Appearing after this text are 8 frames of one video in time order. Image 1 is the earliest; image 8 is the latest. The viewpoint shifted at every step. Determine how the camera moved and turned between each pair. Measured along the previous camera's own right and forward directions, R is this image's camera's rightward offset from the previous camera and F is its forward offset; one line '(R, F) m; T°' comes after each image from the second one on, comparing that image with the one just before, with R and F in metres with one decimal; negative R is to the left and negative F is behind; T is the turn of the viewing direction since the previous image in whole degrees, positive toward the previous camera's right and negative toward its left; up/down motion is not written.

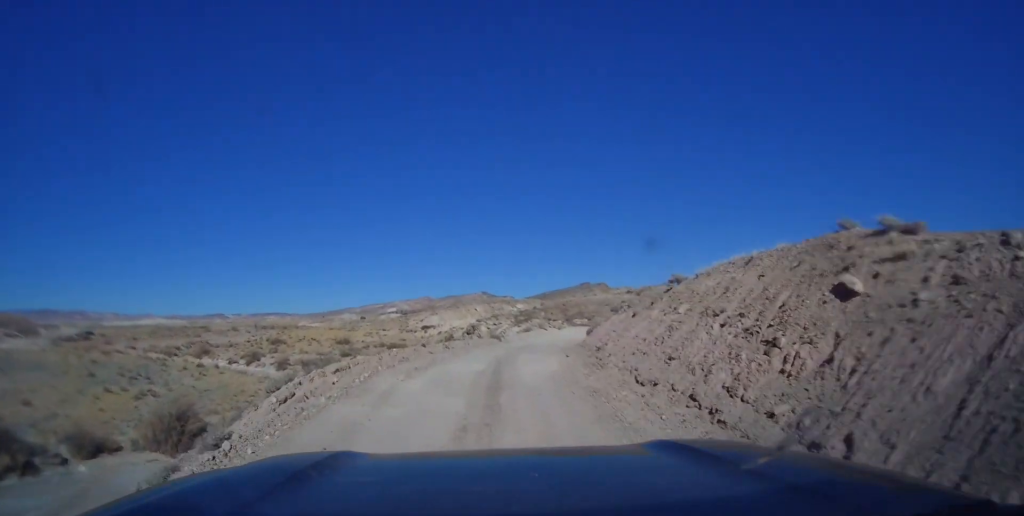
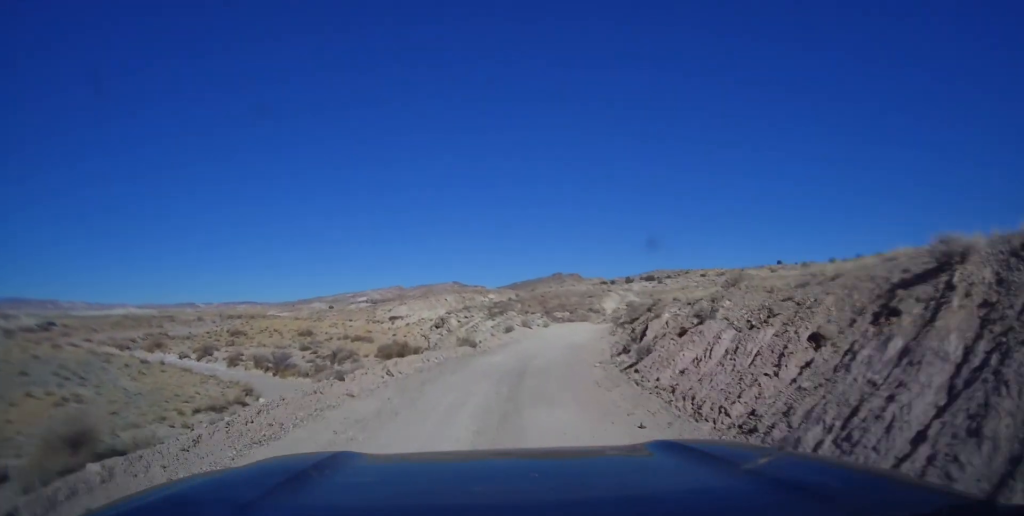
(+0.1, +10.1) m; +3°
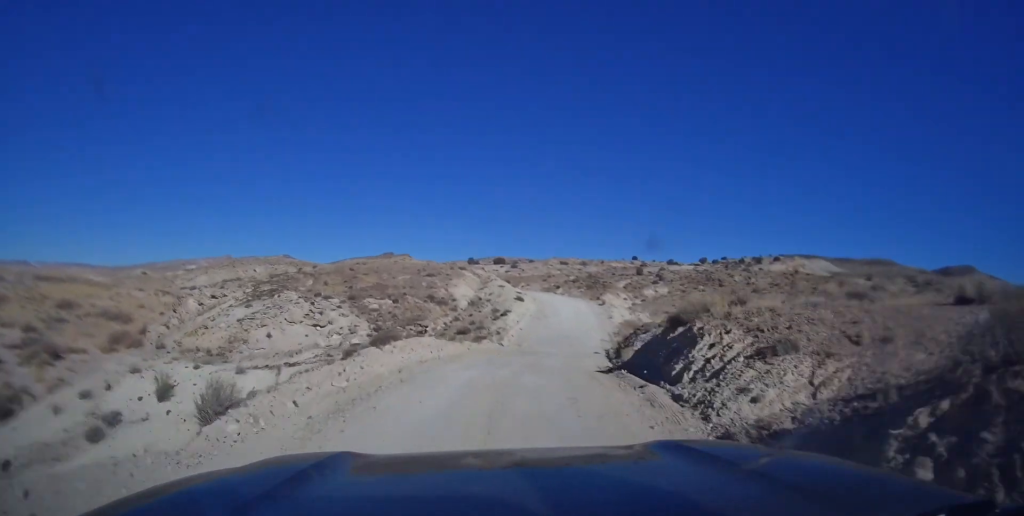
(+4.3, +36.1) m; +13°
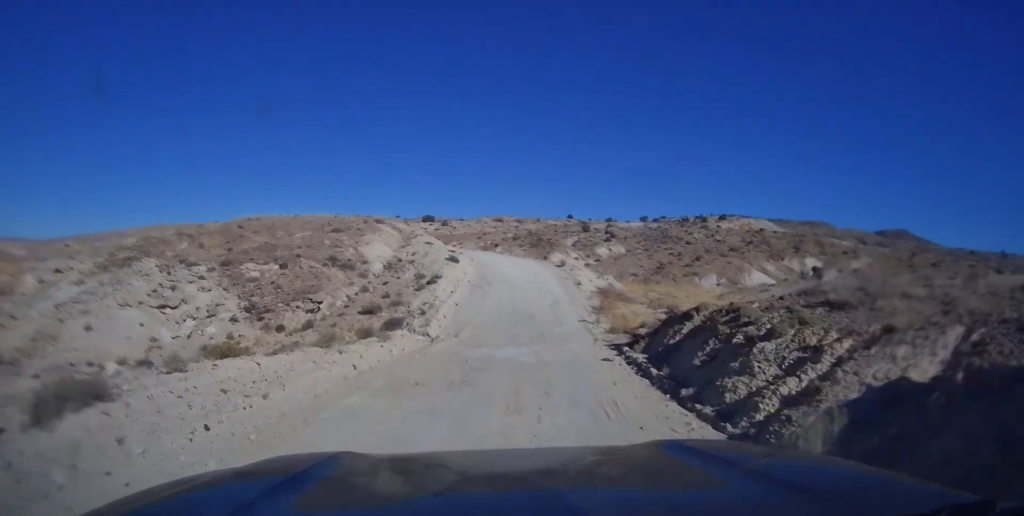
(+0.1, +12.2) m; +3°
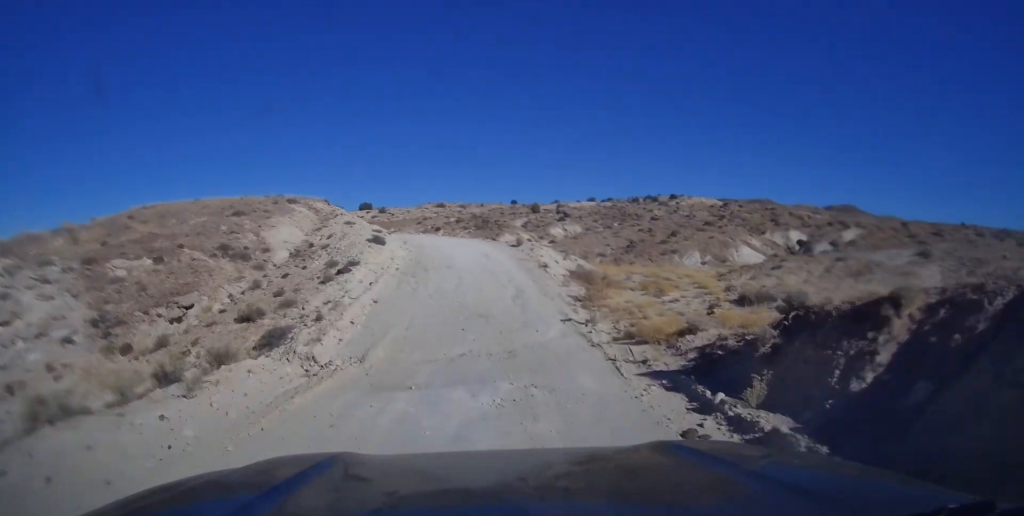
(+0.4, +7.9) m; +2°
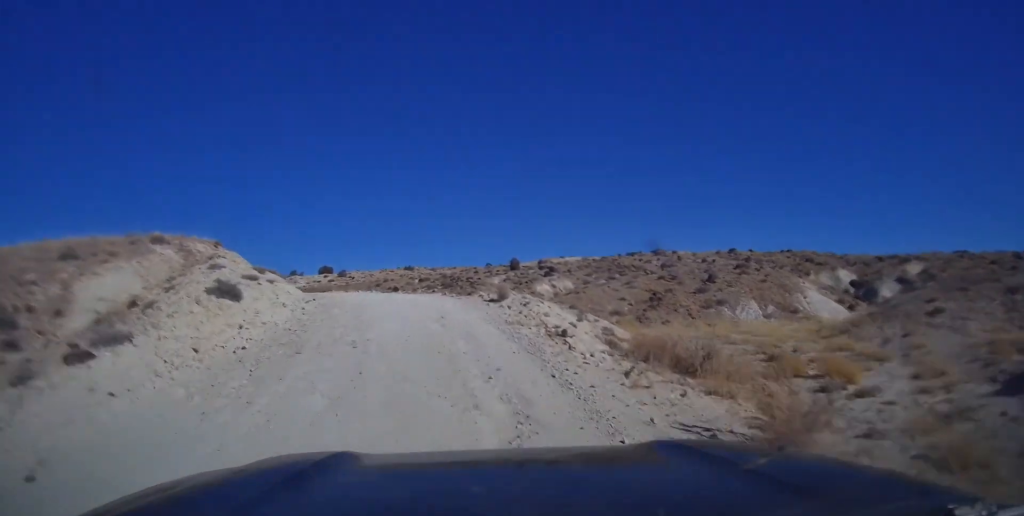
(+0.5, +14.4) m; +3°
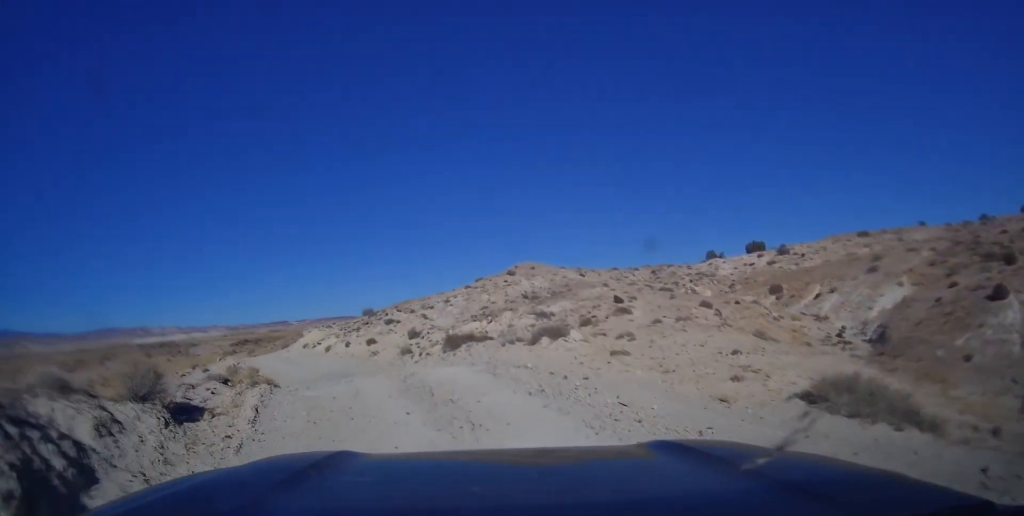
(-1.1, +35.1) m; -15°
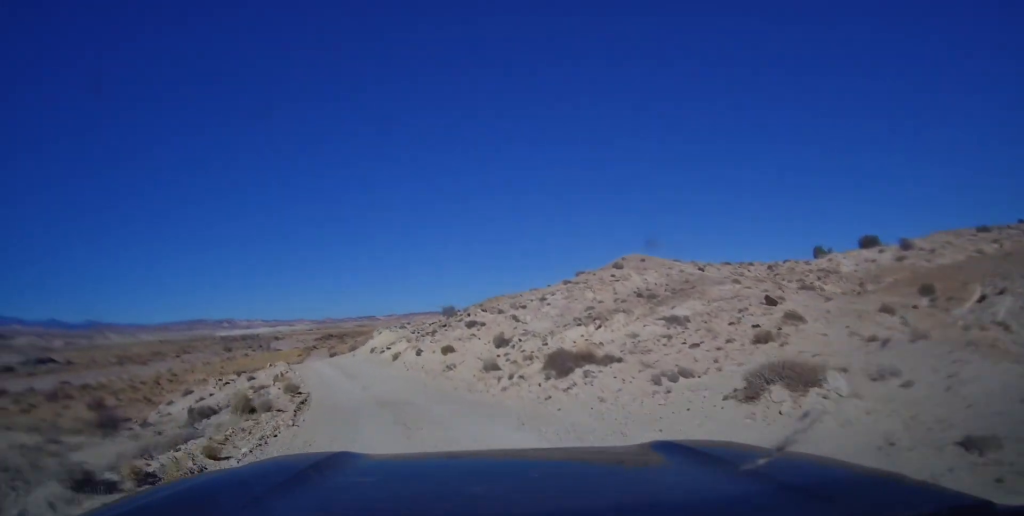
(-1.1, +7.7) m; -9°
